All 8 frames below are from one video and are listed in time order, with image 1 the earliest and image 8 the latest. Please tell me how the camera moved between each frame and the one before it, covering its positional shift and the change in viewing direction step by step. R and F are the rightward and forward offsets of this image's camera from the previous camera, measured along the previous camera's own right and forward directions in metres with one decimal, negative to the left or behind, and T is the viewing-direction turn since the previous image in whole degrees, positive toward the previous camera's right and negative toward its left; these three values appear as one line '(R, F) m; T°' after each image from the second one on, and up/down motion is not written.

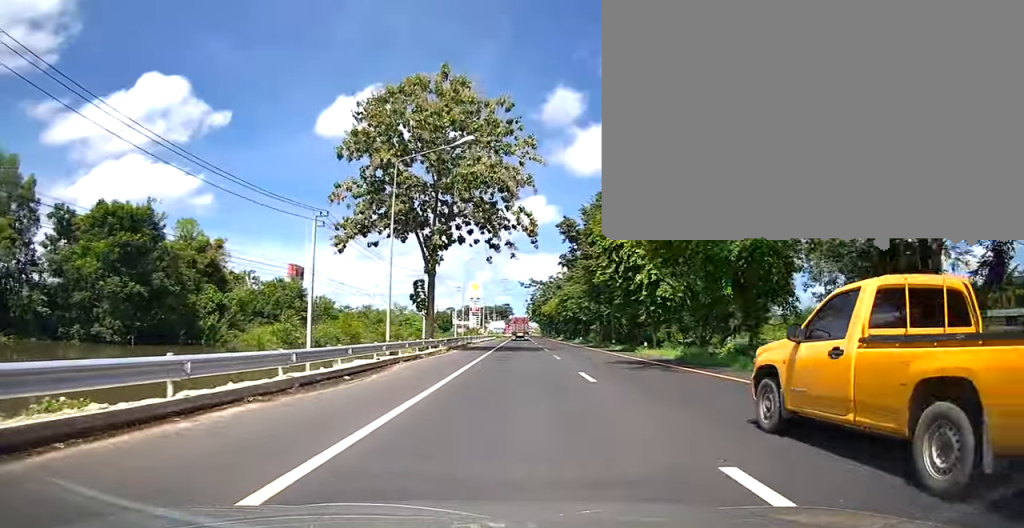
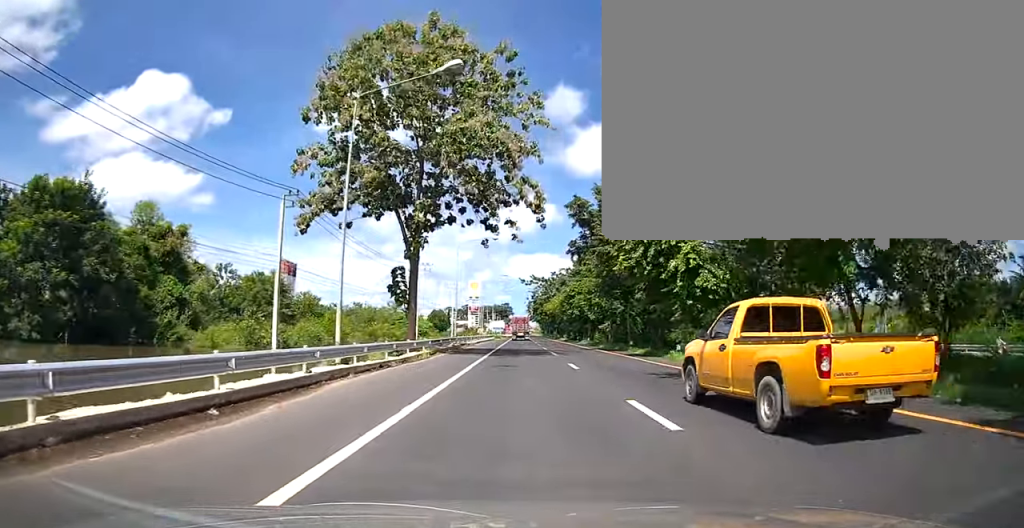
(0.0, +6.8) m; 0°
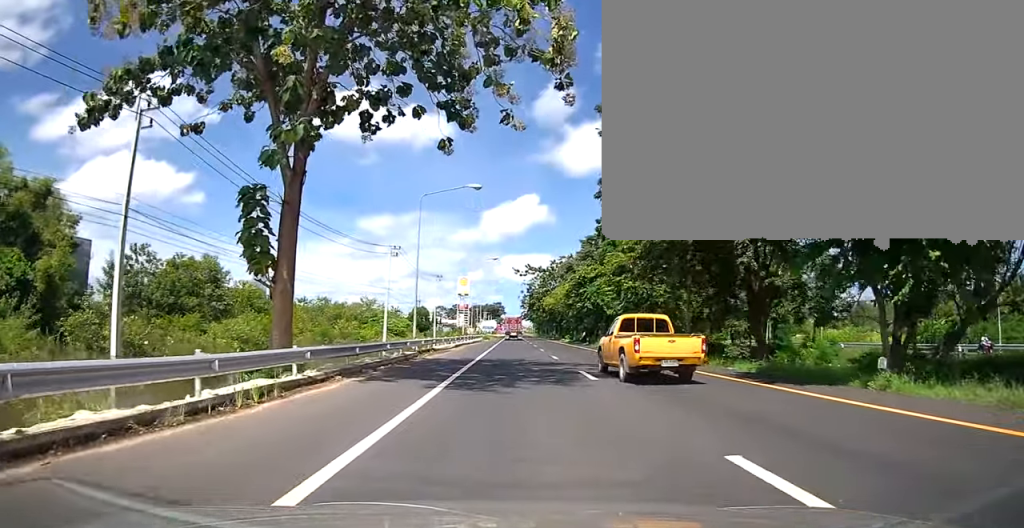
(0.0, +16.4) m; -1°
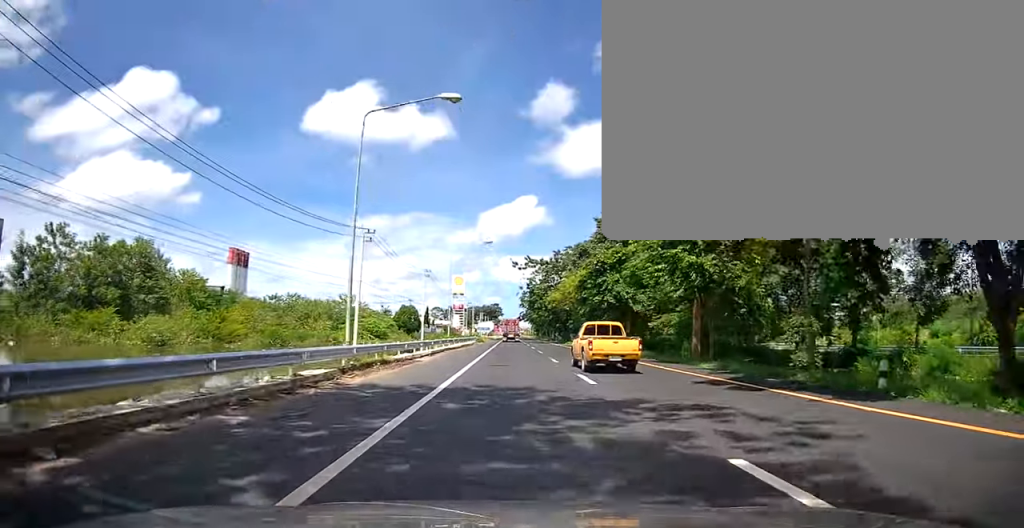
(-0.2, +12.0) m; 0°
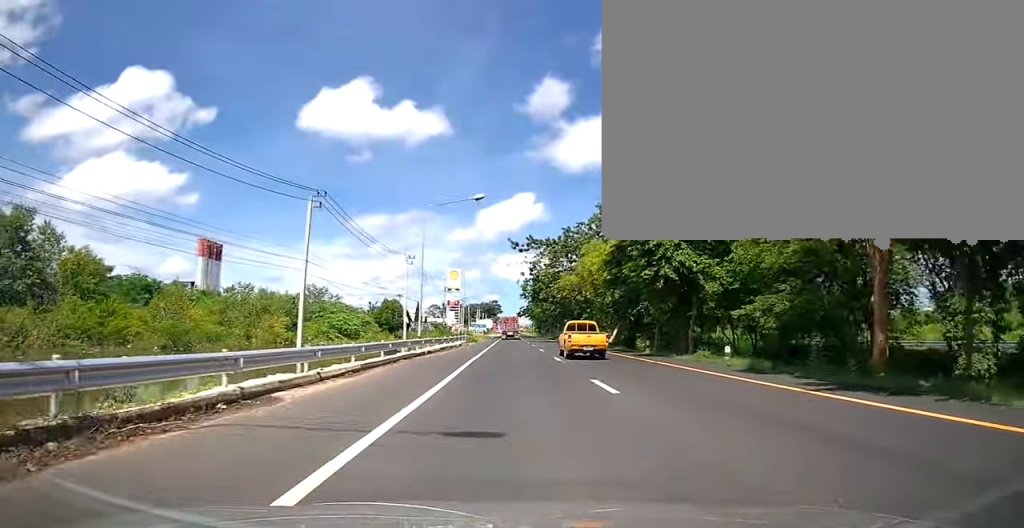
(+0.2, +15.0) m; -1°
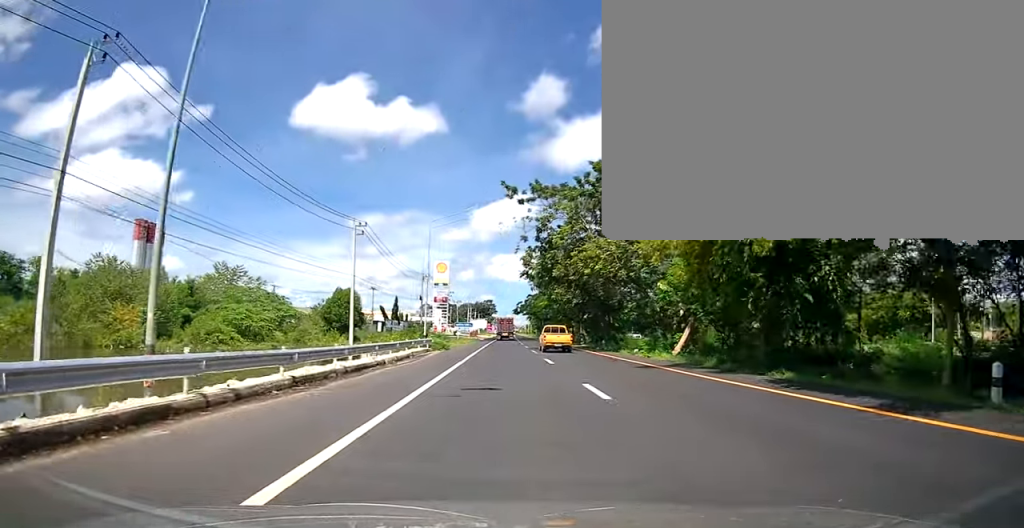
(0.0, +24.9) m; +2°
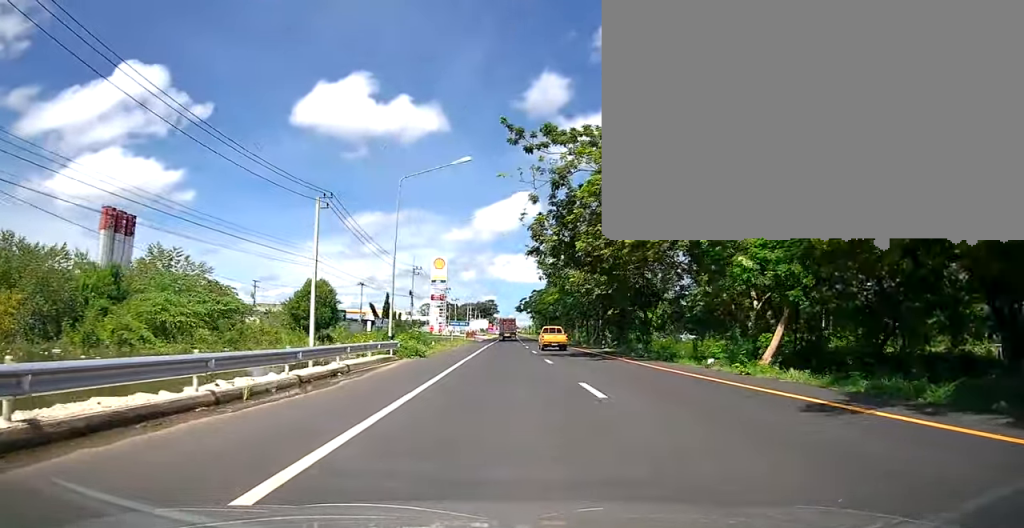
(+0.2, +11.5) m; 0°
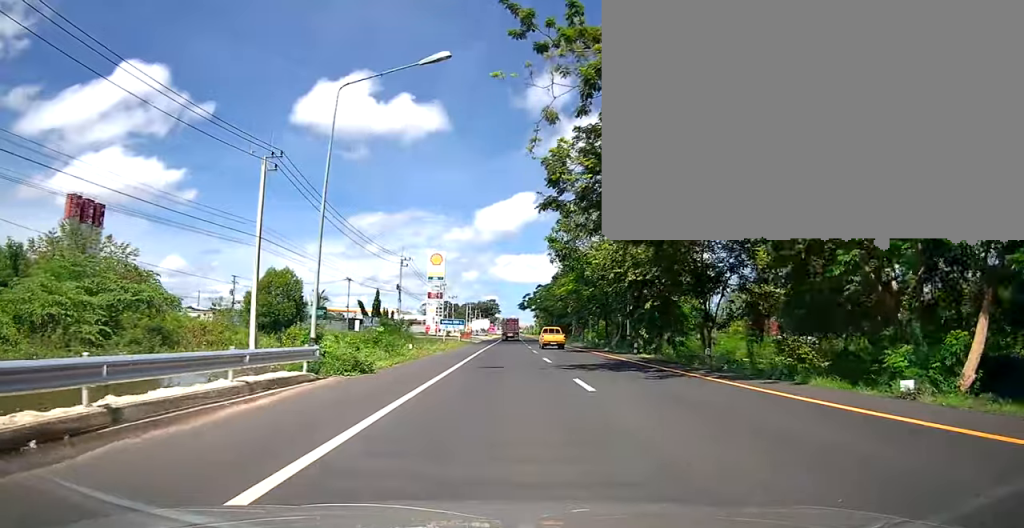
(-0.1, +10.6) m; -1°
